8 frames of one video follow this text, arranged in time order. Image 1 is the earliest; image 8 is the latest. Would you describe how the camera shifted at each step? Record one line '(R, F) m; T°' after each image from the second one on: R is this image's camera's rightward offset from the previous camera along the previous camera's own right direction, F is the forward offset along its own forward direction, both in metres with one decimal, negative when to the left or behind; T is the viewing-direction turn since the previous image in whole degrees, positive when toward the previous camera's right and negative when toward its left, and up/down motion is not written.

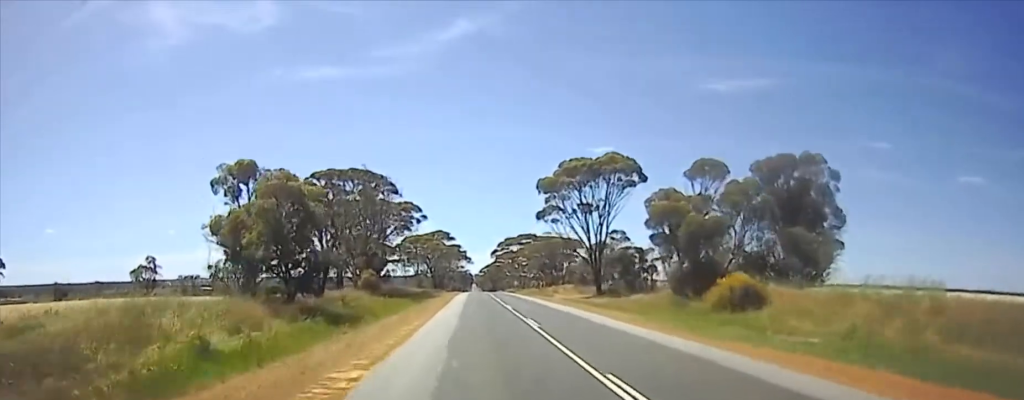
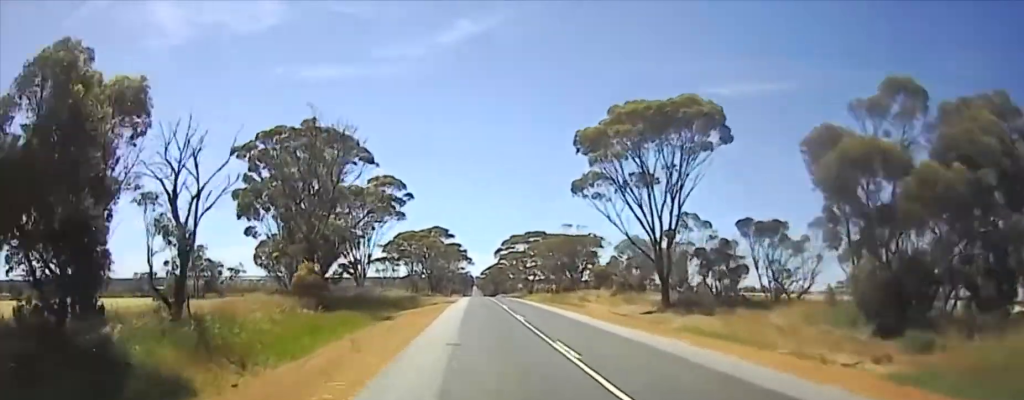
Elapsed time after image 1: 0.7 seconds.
(0.0, +13.8) m; 0°
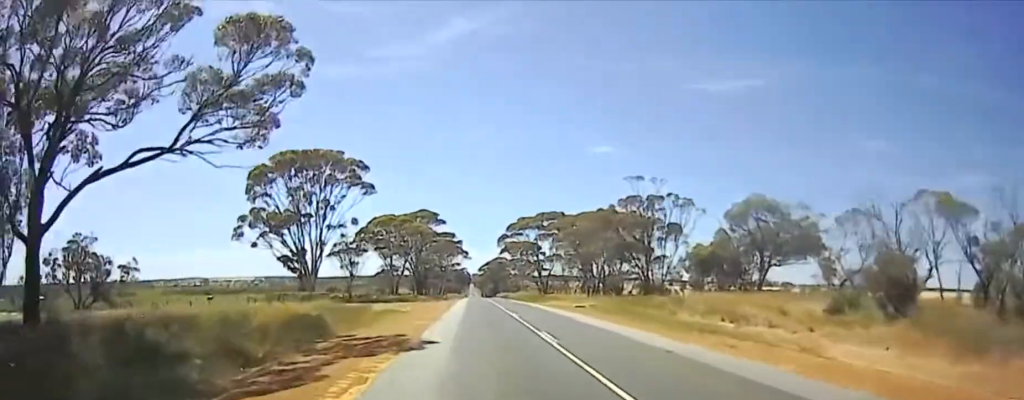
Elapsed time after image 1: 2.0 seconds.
(-0.2, +26.2) m; -3°
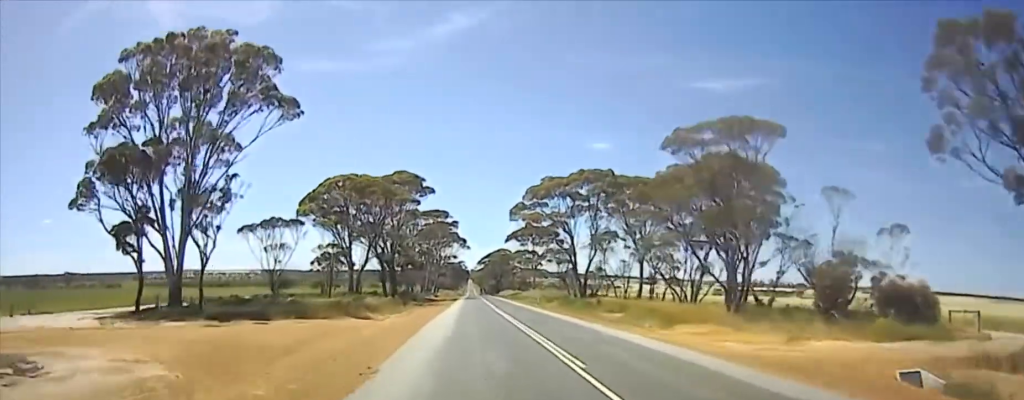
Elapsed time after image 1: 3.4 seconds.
(-0.6, +33.1) m; +1°
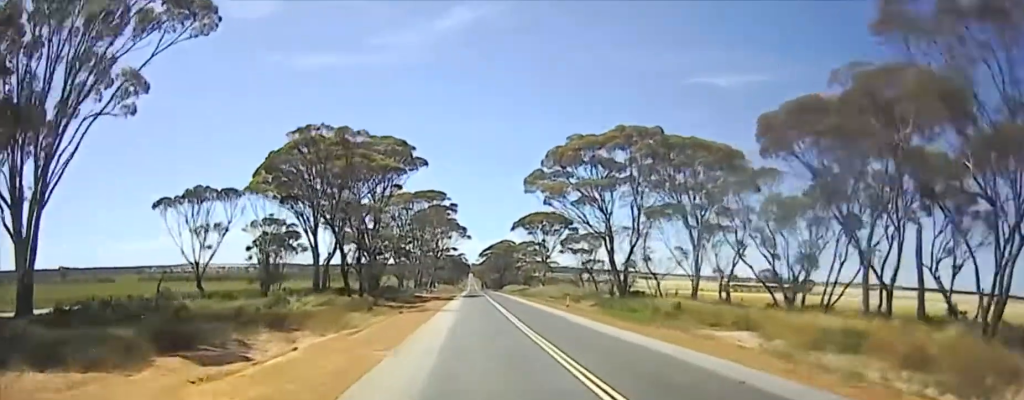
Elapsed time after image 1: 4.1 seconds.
(+0.7, +17.2) m; +2°
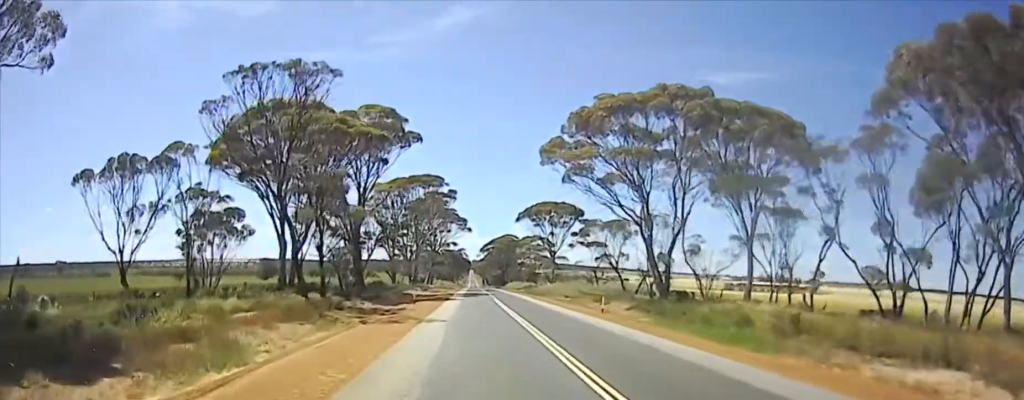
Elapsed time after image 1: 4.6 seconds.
(0.0, +11.2) m; 0°
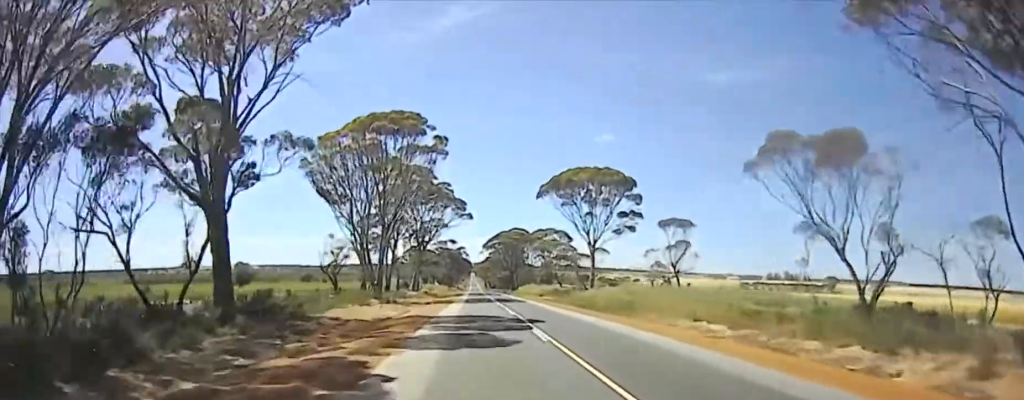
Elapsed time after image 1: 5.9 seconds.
(-0.1, +36.0) m; 0°
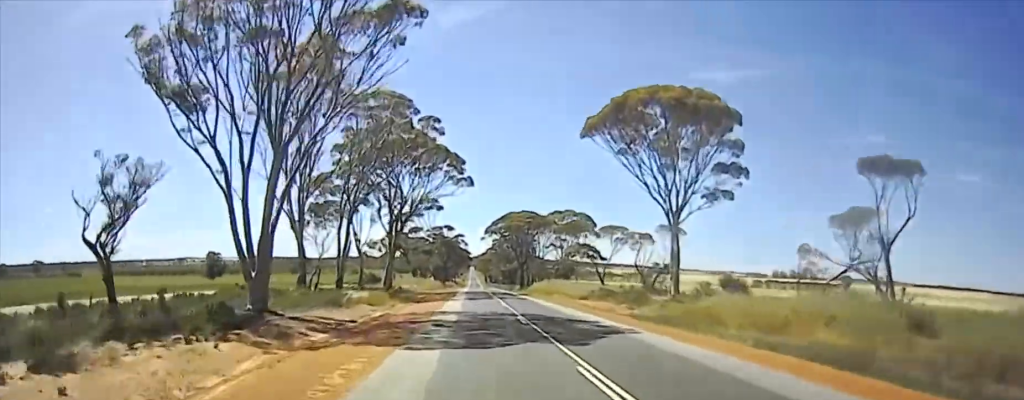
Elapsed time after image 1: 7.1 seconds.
(+0.1, +32.1) m; 0°
